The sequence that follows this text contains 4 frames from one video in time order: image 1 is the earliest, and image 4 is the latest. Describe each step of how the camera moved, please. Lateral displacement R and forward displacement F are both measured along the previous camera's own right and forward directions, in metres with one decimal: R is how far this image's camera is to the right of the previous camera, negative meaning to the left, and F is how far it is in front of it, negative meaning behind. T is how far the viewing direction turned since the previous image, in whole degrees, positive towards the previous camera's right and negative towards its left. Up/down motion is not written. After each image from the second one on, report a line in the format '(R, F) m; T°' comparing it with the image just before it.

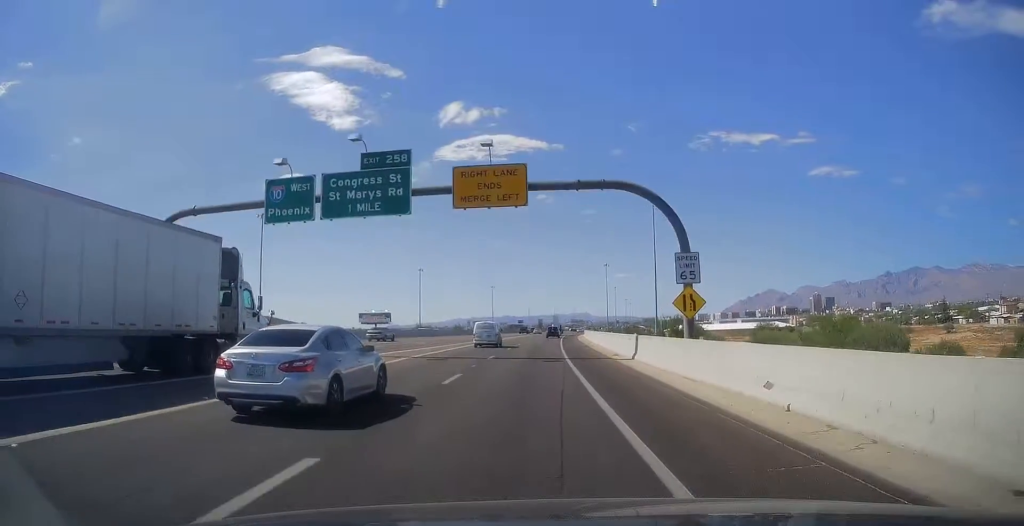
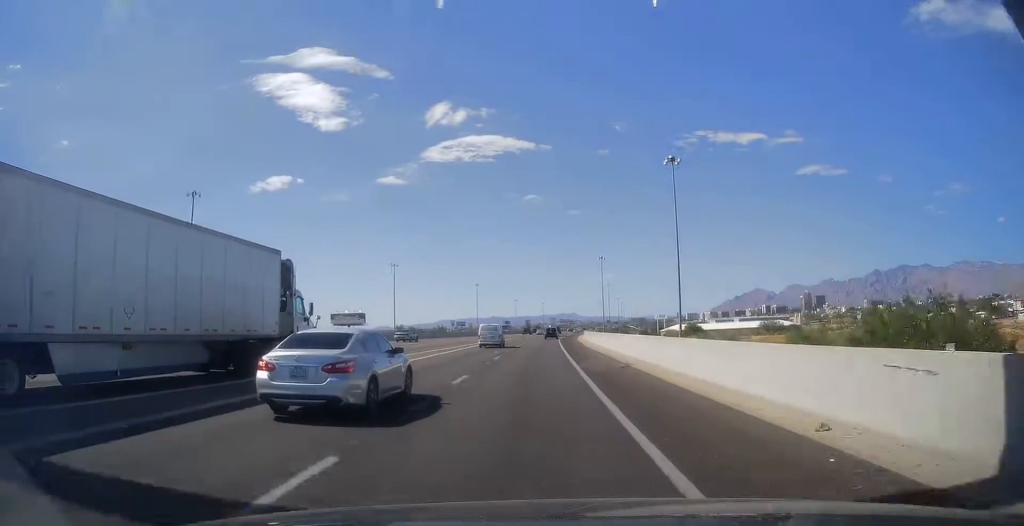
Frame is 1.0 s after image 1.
(+0.6, +24.4) m; +1°
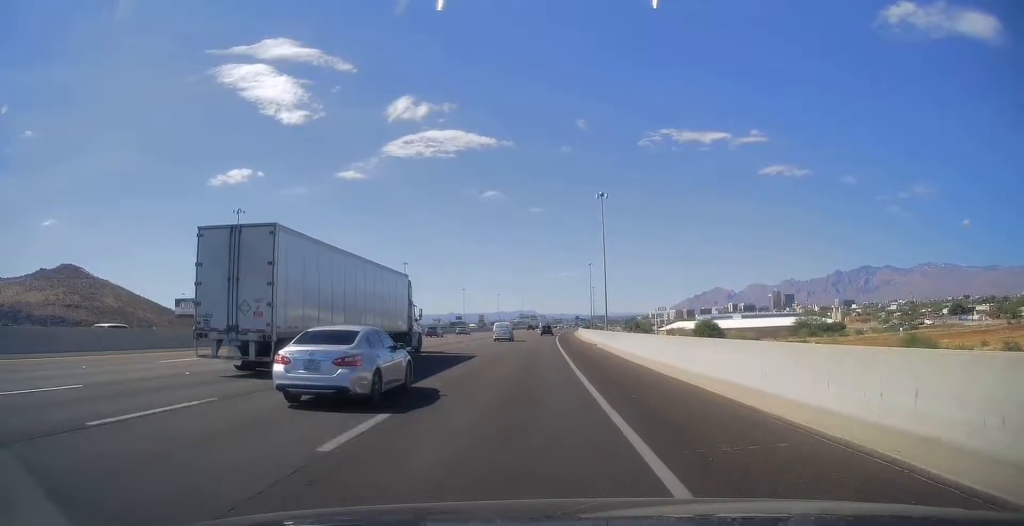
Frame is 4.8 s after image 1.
(+2.8, +94.8) m; +3°
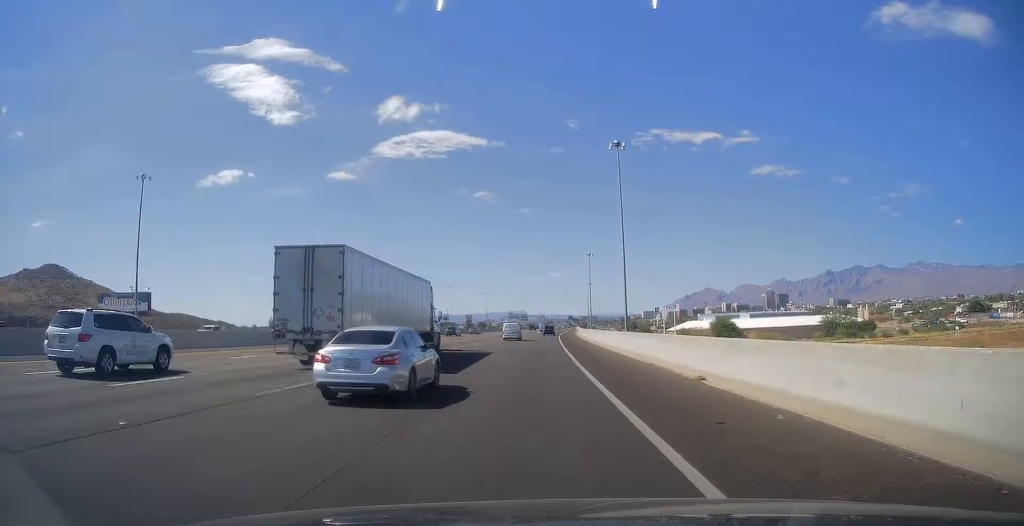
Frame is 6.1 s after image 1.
(+0.4, +31.7) m; +2°
